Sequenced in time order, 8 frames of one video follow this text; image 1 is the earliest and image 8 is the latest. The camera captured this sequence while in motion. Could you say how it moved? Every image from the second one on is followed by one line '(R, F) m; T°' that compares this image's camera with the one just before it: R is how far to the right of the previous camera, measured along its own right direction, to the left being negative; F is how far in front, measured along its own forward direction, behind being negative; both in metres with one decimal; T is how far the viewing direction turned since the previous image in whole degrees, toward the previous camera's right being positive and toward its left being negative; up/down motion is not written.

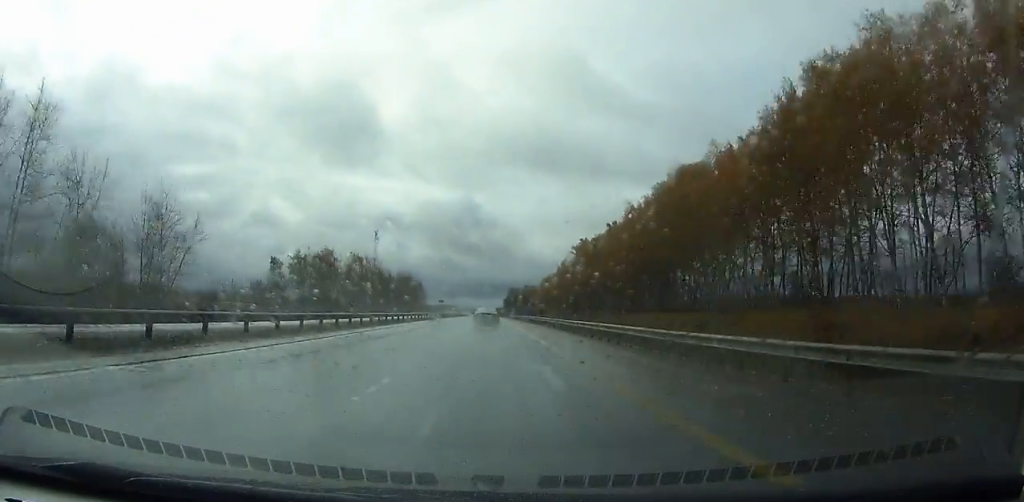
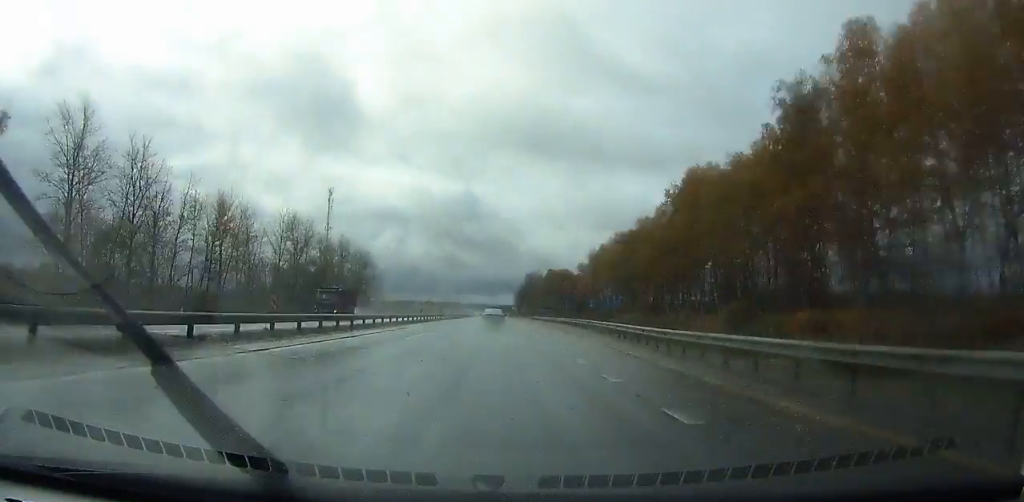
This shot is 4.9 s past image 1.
(-1.3, +138.8) m; -1°
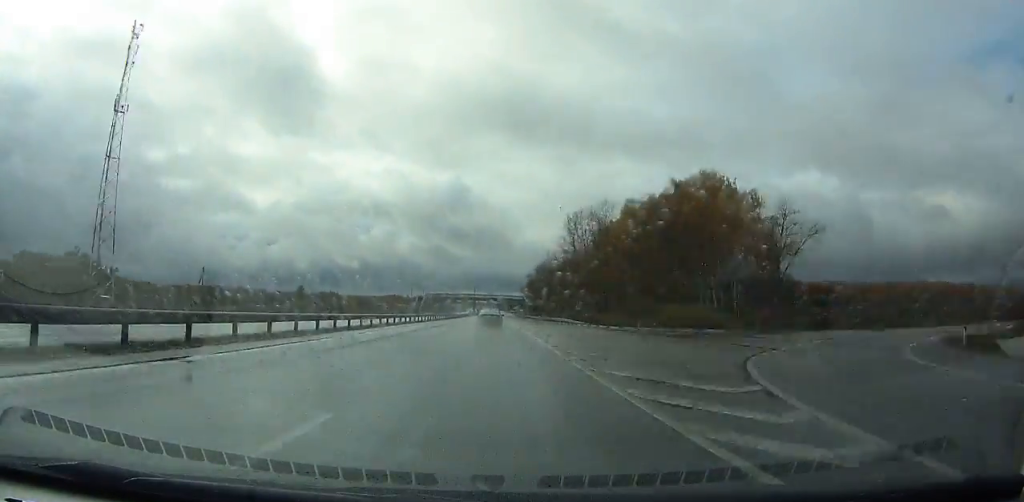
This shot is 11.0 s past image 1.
(+0.6, +172.1) m; 0°
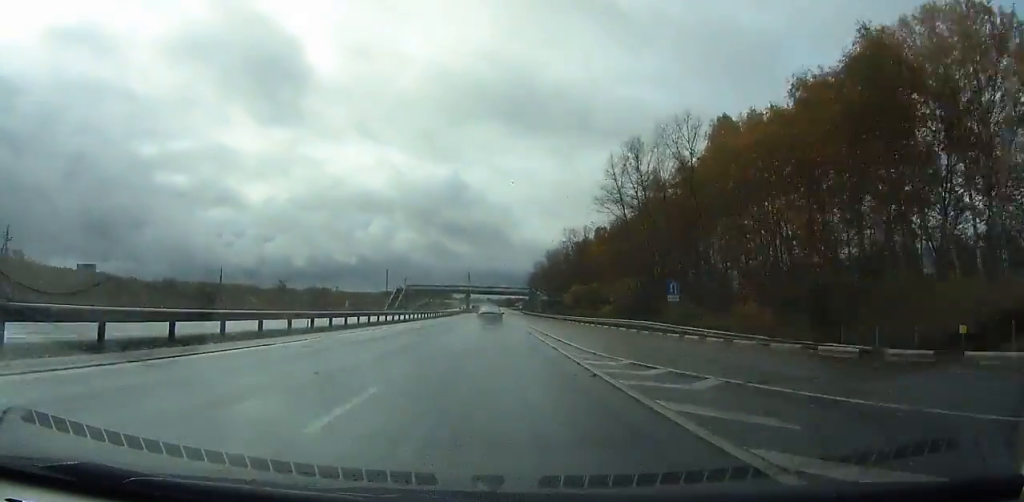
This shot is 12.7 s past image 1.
(-0.1, +47.9) m; 0°
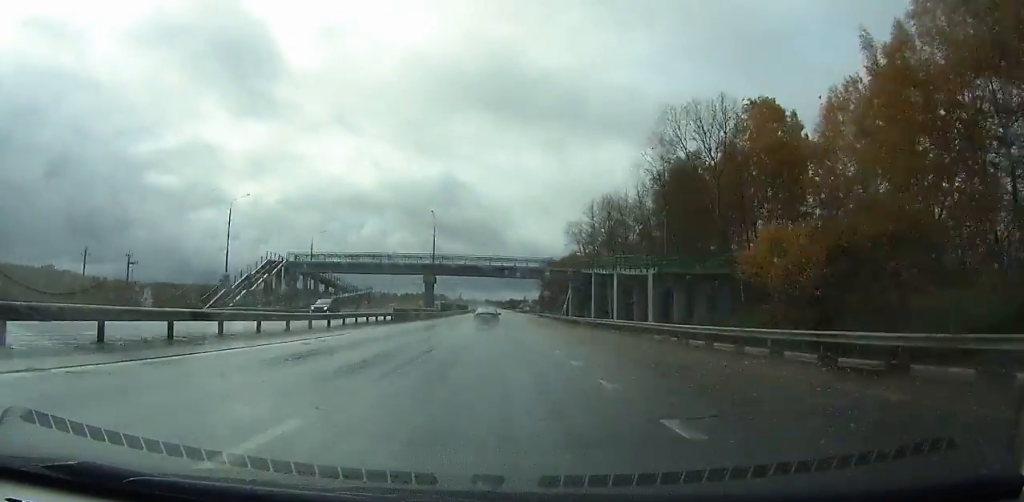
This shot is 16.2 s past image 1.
(0.0, +98.7) m; 0°
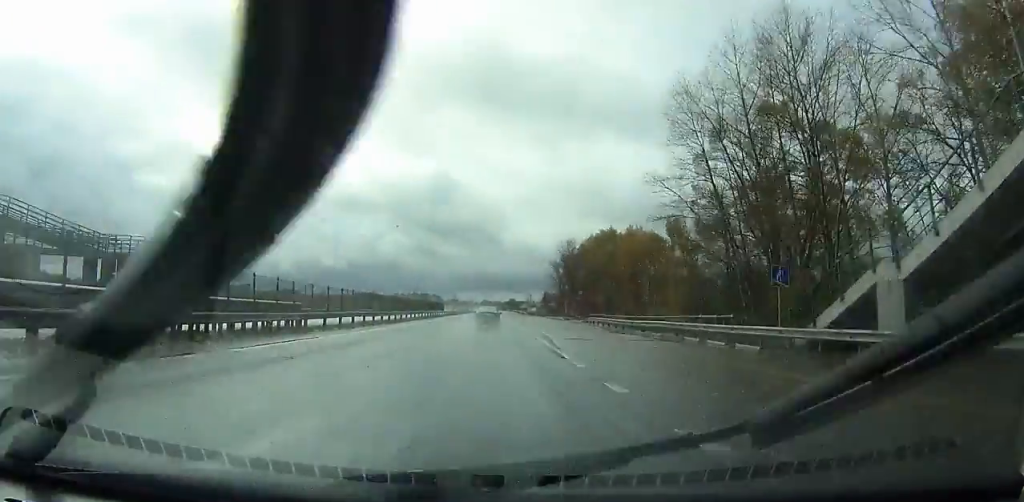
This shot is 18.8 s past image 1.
(0.0, +73.9) m; 0°
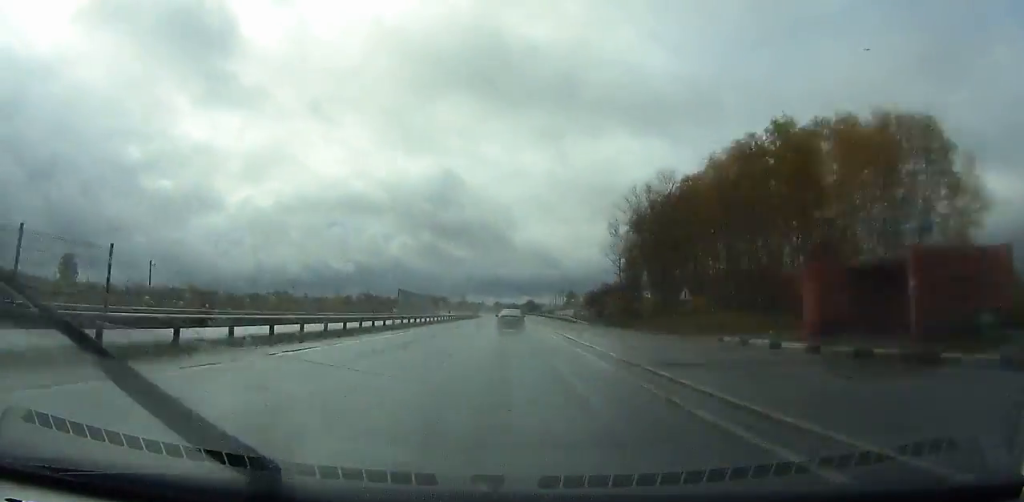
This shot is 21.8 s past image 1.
(-0.2, +86.2) m; -1°
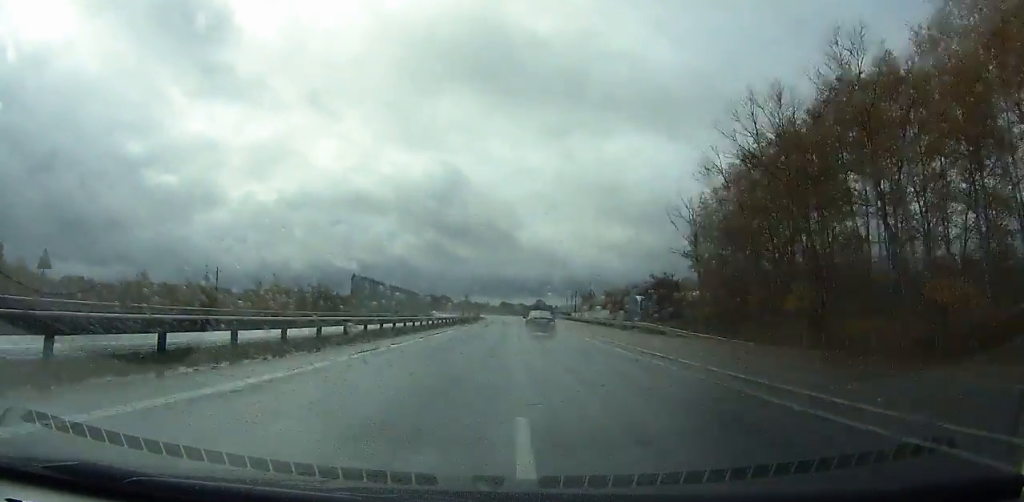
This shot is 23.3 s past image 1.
(-0.2, +43.6) m; 0°
